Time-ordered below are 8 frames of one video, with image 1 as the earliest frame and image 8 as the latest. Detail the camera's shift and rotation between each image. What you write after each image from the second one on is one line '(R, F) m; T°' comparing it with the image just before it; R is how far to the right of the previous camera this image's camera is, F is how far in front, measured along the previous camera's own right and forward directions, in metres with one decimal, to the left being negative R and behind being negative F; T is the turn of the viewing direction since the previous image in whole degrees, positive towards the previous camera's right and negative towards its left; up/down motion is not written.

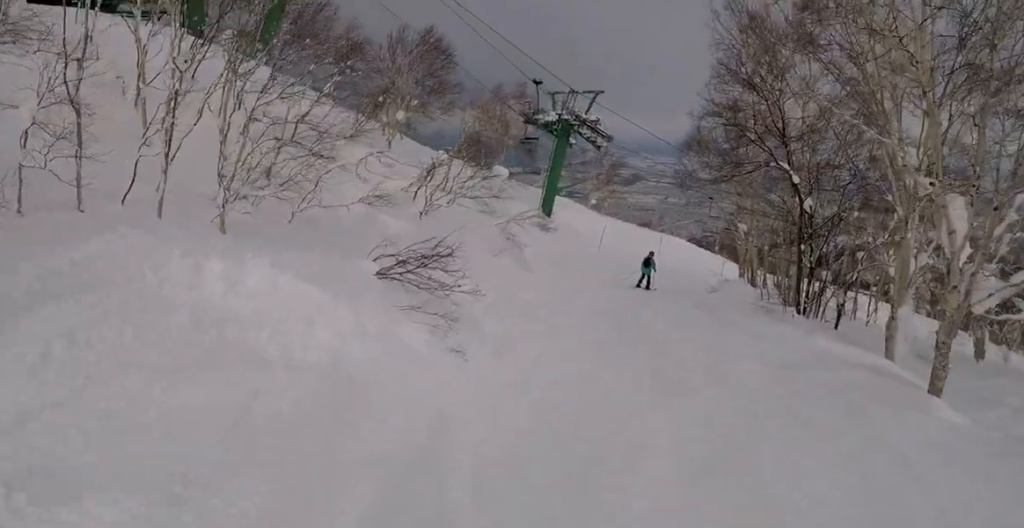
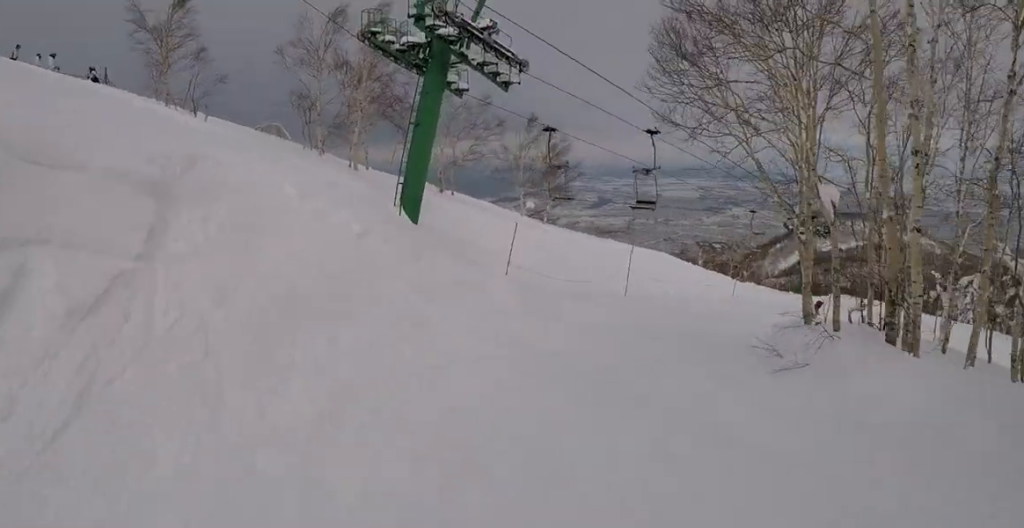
(-3.7, +16.7) m; -19°
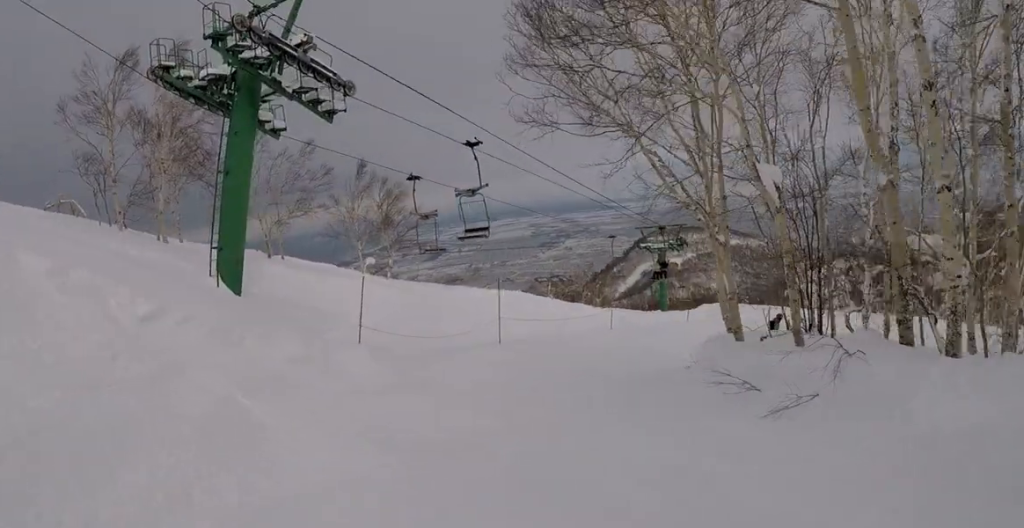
(-0.6, +3.4) m; +7°
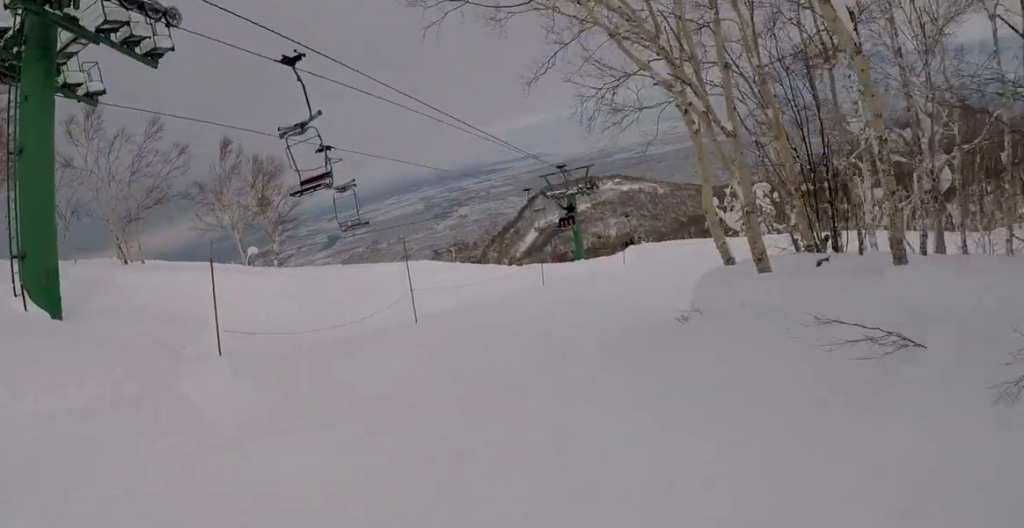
(0.0, +4.0) m; +10°
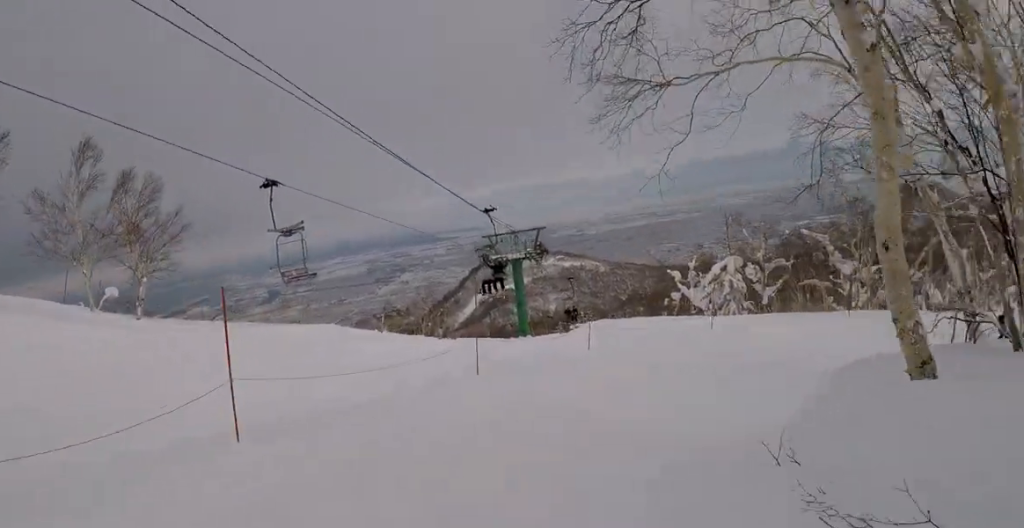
(+2.1, +6.8) m; +20°
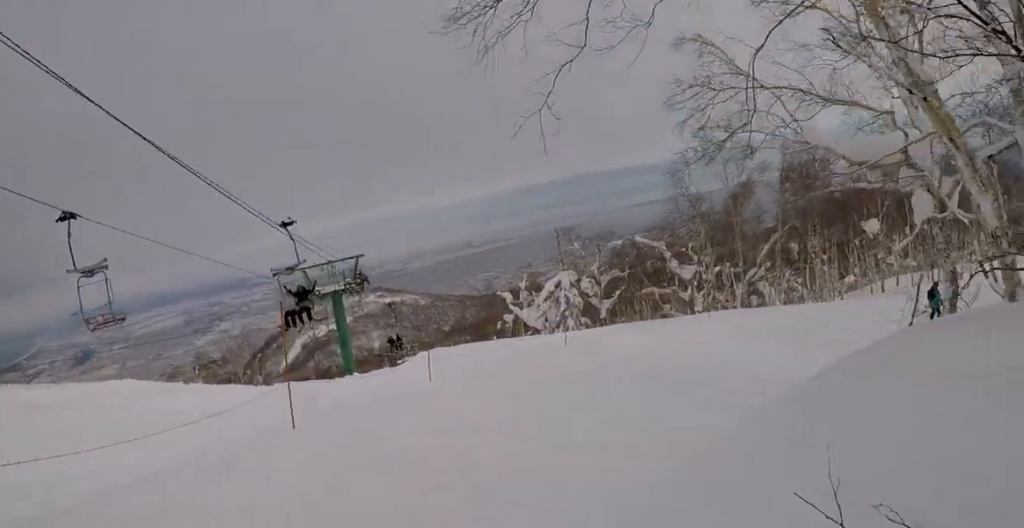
(-0.1, +3.1) m; +6°
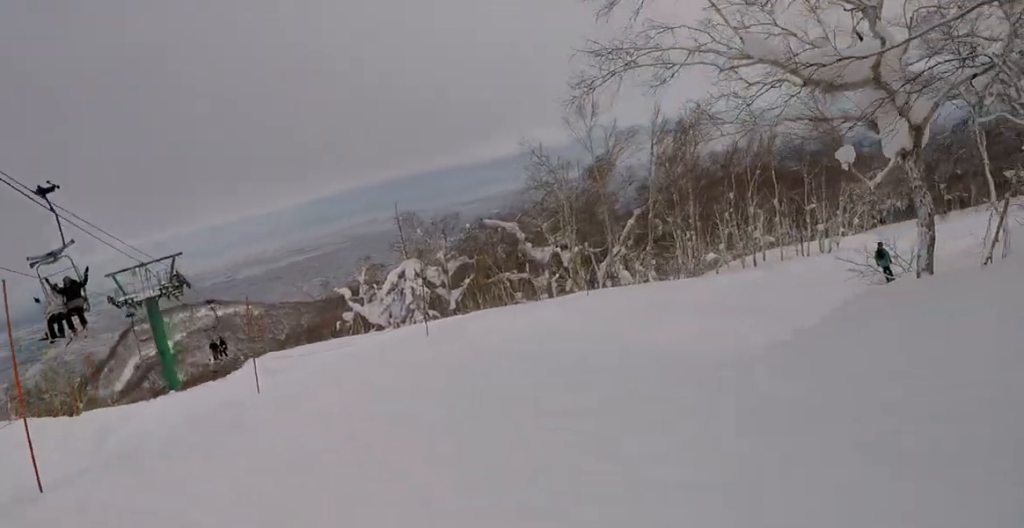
(-0.2, +3.5) m; +9°
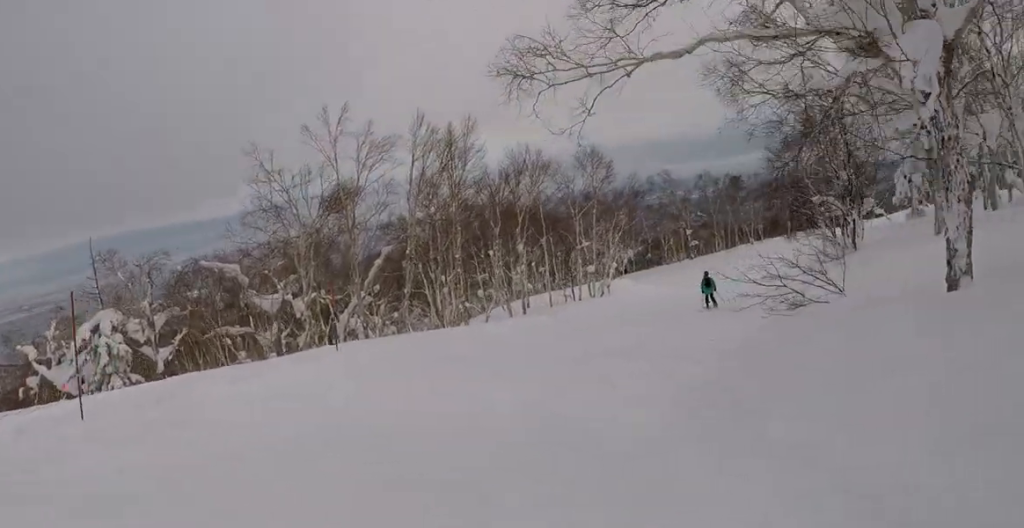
(+1.2, +5.8) m; +27°
